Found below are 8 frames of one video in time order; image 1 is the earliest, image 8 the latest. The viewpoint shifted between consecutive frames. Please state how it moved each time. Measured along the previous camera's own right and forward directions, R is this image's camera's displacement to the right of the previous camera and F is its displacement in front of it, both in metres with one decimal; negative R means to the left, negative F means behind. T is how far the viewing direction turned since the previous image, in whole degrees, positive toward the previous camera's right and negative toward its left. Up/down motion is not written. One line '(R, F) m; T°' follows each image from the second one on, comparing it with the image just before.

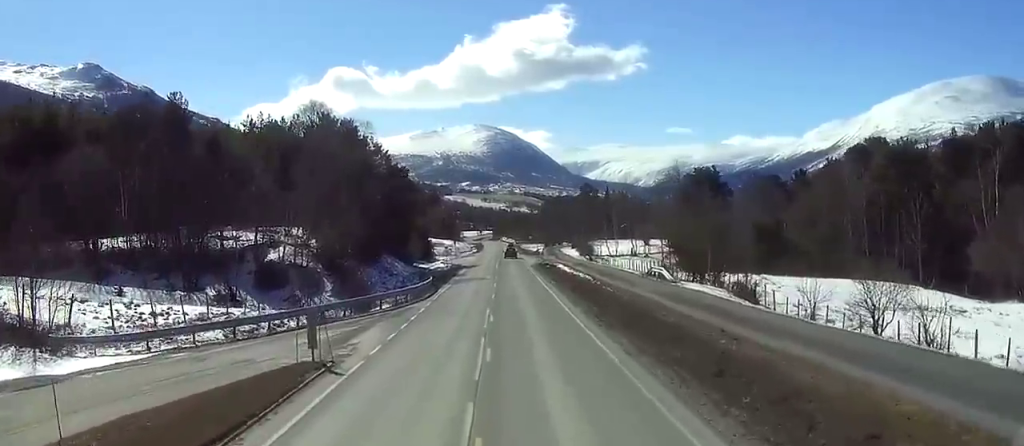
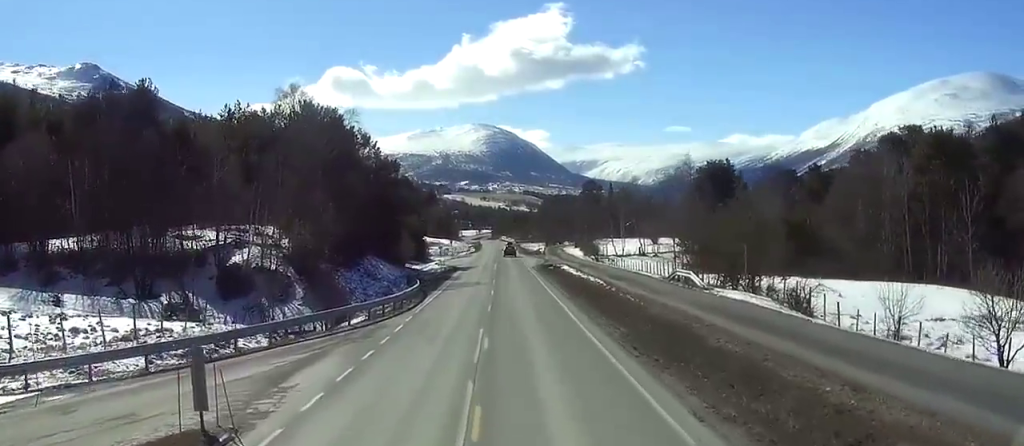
(0.0, +9.3) m; 0°
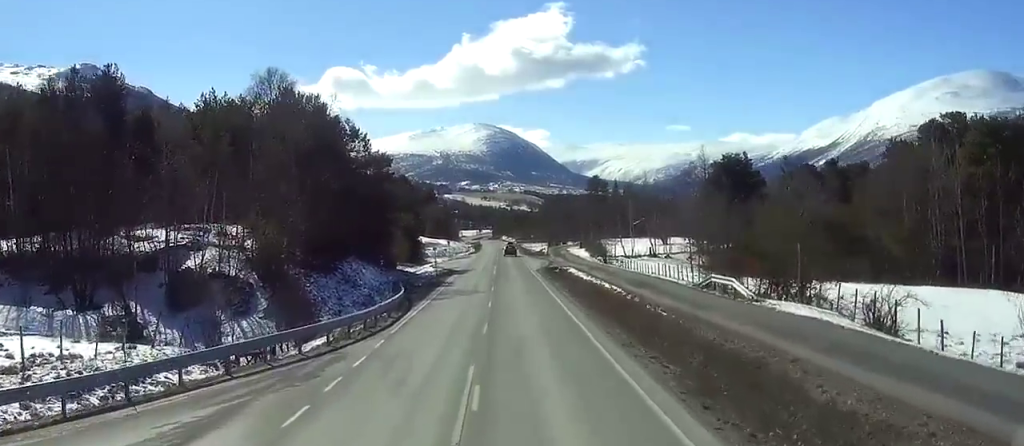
(0.0, +9.2) m; 0°
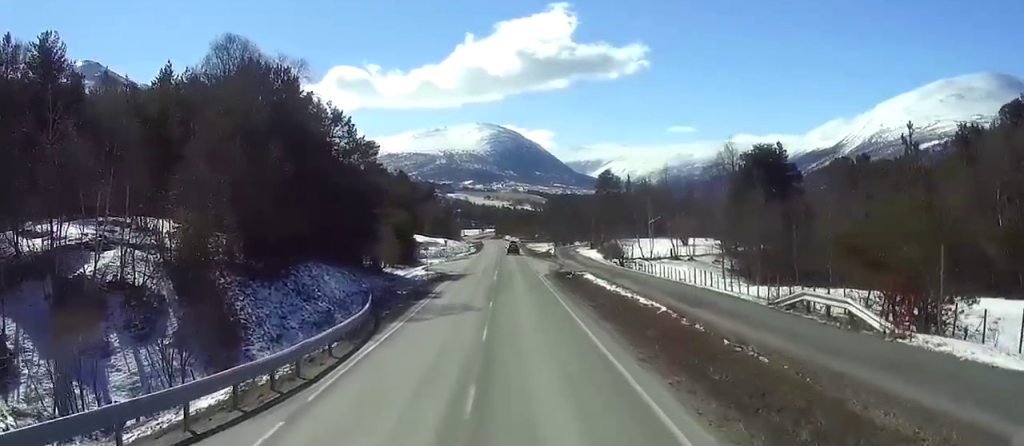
(0.0, +13.8) m; 0°
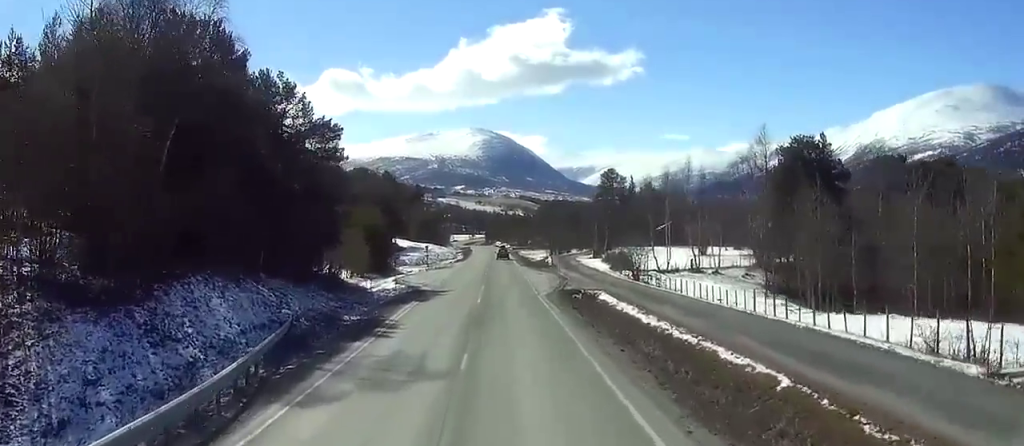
(+0.1, +17.5) m; 0°
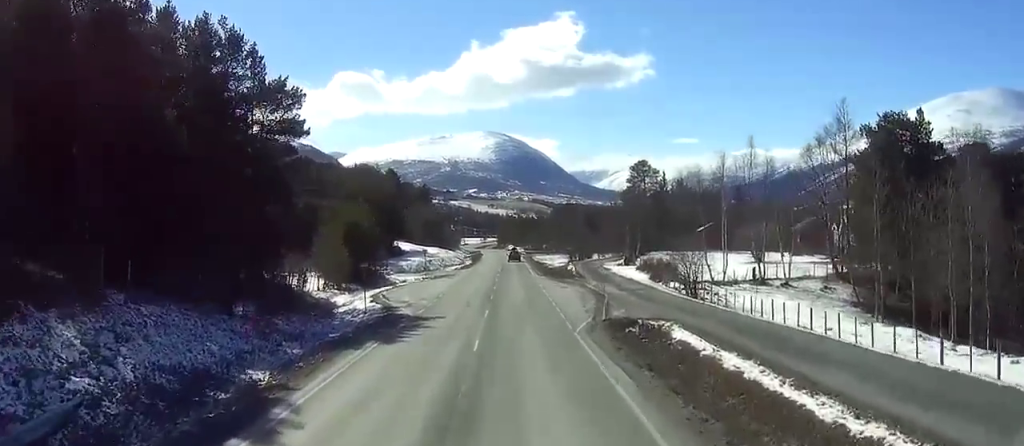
(0.0, +19.4) m; 0°
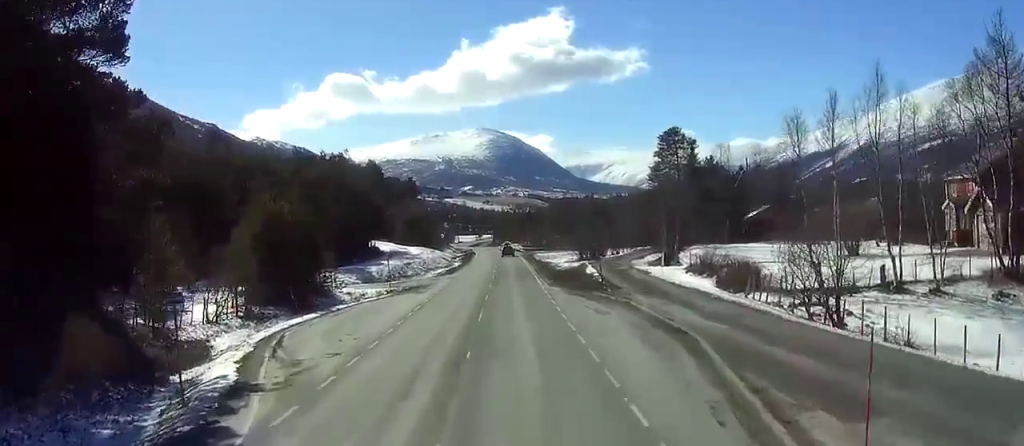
(-0.1, +26.7) m; -1°
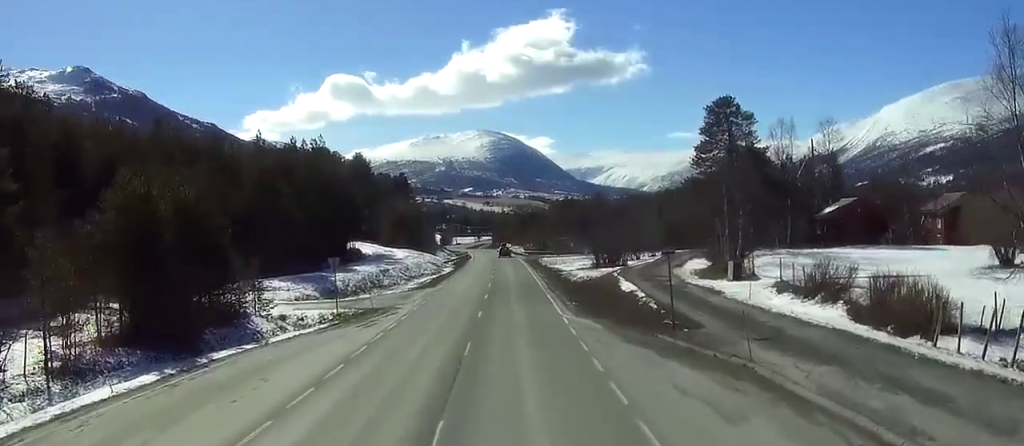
(-0.1, +21.8) m; 0°
